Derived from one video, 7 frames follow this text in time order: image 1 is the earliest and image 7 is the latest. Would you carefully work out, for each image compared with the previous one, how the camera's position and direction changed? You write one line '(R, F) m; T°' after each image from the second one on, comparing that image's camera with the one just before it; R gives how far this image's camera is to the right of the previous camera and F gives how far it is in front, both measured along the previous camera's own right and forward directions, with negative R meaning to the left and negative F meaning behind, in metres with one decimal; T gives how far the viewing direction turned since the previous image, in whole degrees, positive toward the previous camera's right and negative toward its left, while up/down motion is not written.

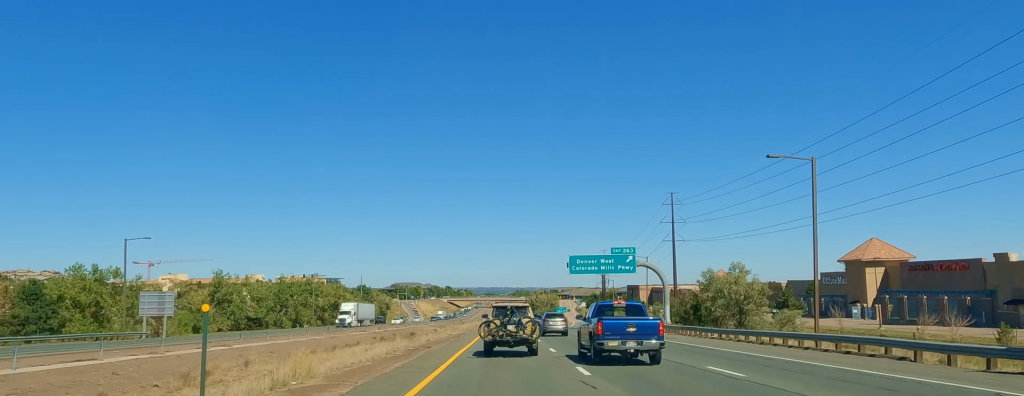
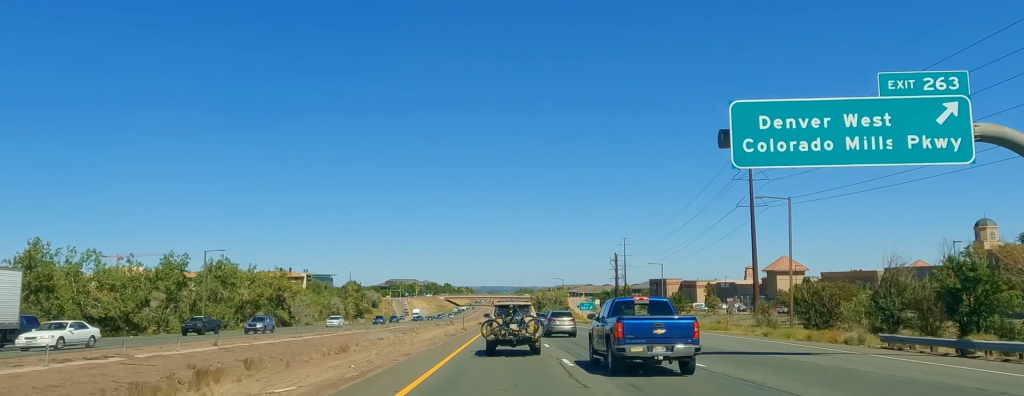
(+0.3, +58.7) m; -1°
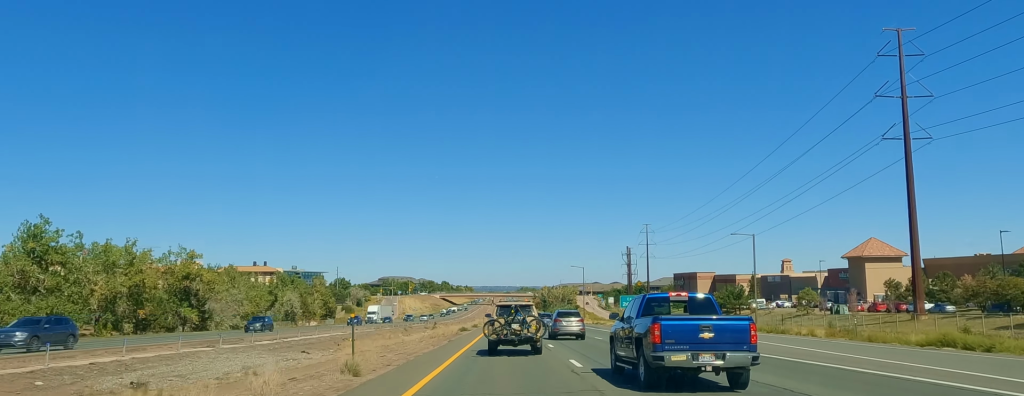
(-0.7, +50.0) m; 0°
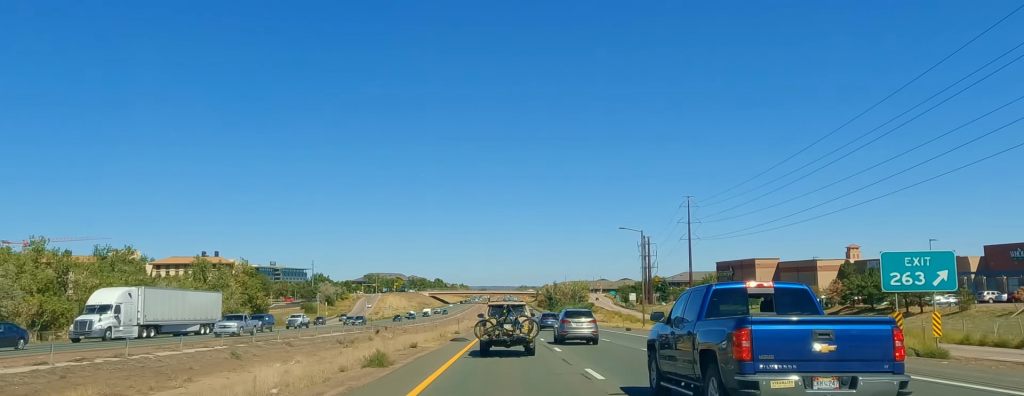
(+1.0, +65.8) m; 0°
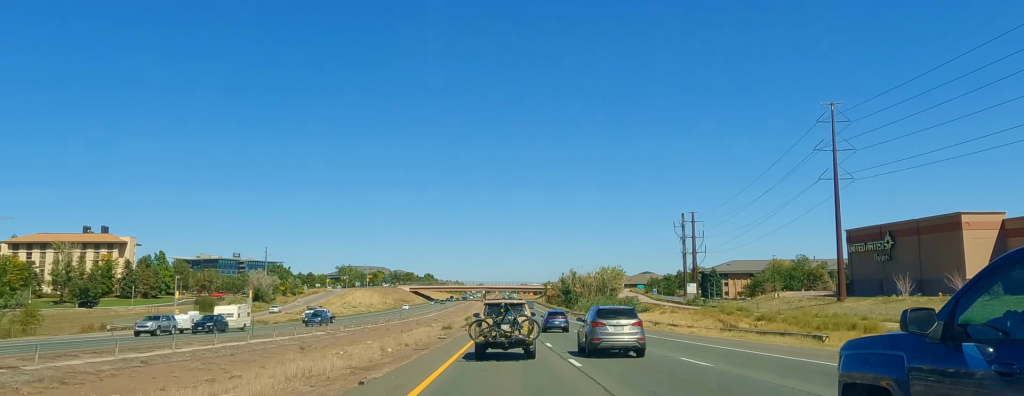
(-1.2, +94.2) m; 0°
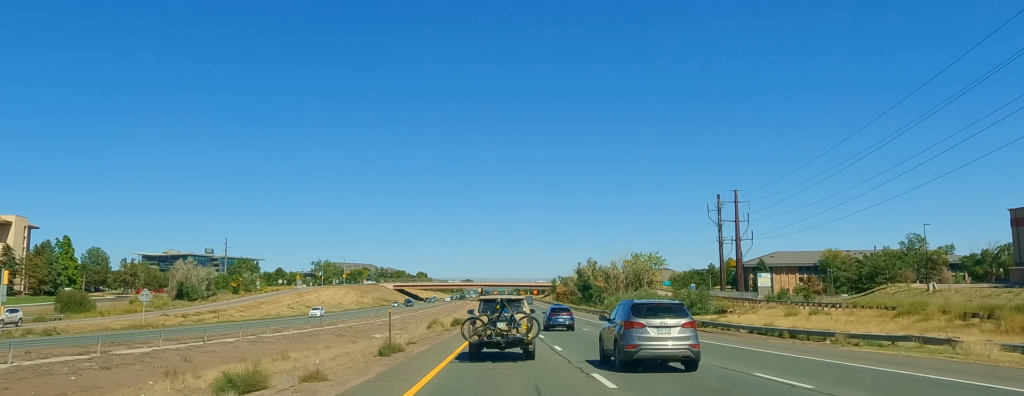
(+1.3, +55.9) m; +1°
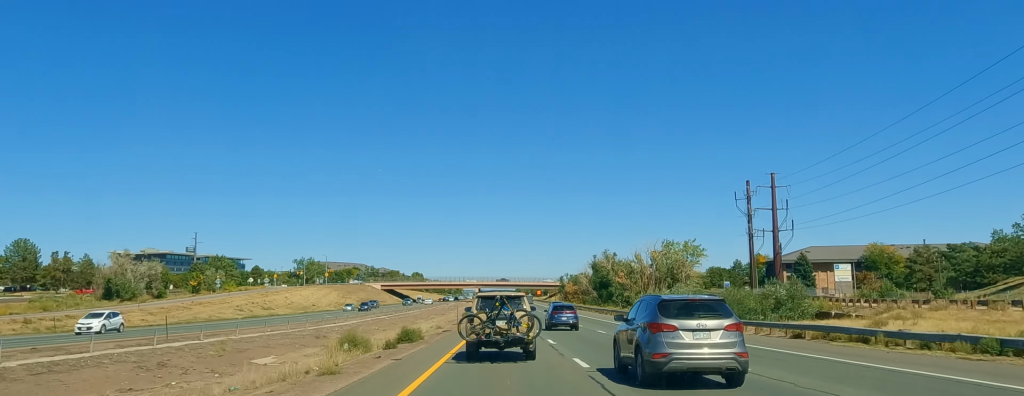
(-0.1, +32.9) m; 0°
